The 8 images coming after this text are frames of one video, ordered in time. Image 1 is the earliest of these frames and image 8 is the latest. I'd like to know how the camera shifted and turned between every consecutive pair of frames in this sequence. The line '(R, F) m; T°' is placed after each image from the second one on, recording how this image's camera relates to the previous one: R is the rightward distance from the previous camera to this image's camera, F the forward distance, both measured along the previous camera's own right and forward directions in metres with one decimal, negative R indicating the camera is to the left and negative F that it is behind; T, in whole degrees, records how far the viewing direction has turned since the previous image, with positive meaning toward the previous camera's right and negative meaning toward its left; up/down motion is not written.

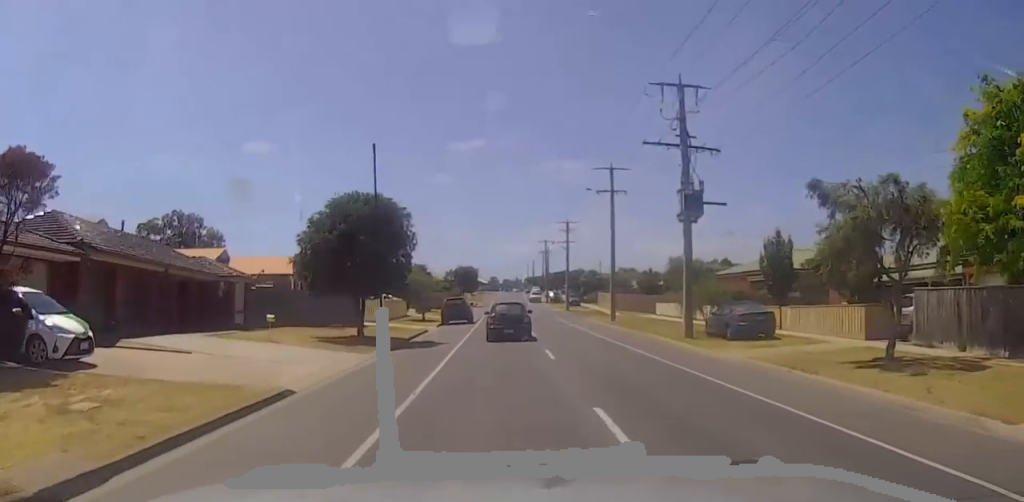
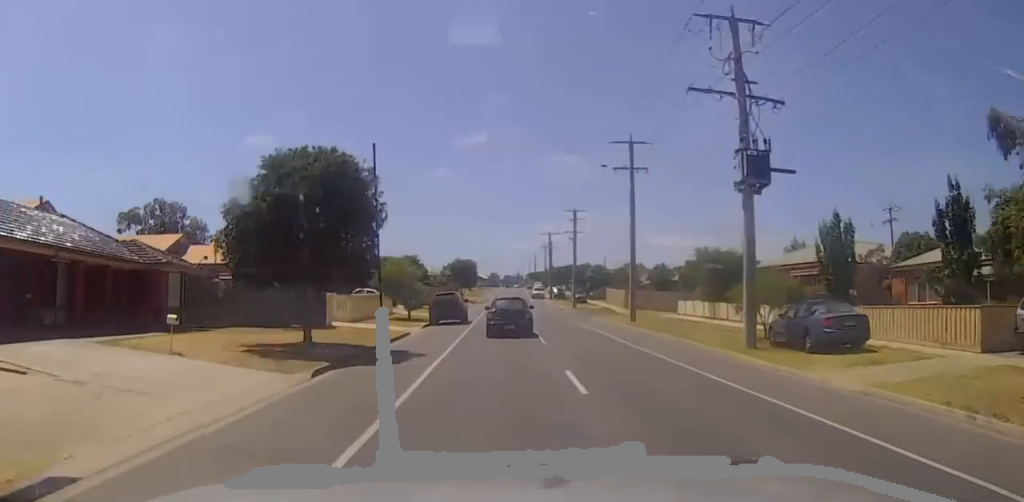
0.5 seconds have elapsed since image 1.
(-0.7, +7.2) m; 0°
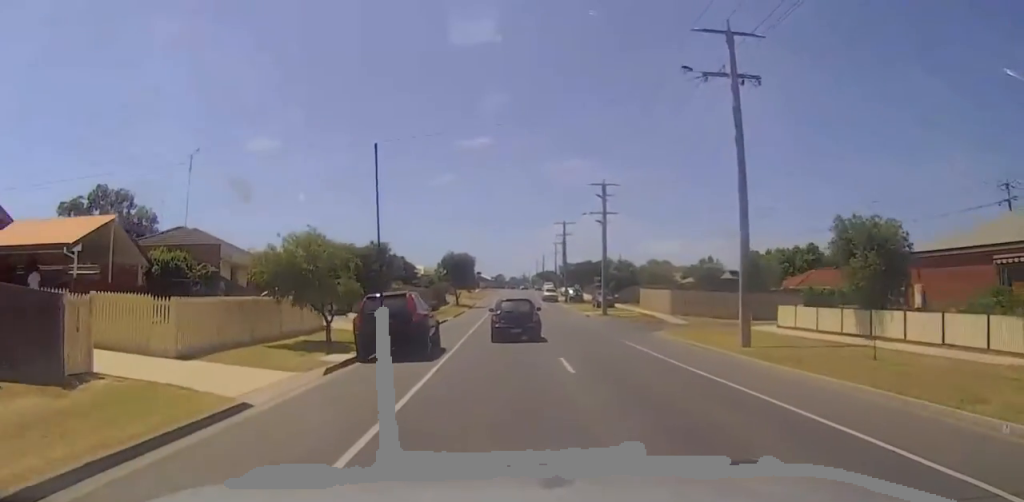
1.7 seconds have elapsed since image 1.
(+1.0, +19.4) m; -1°
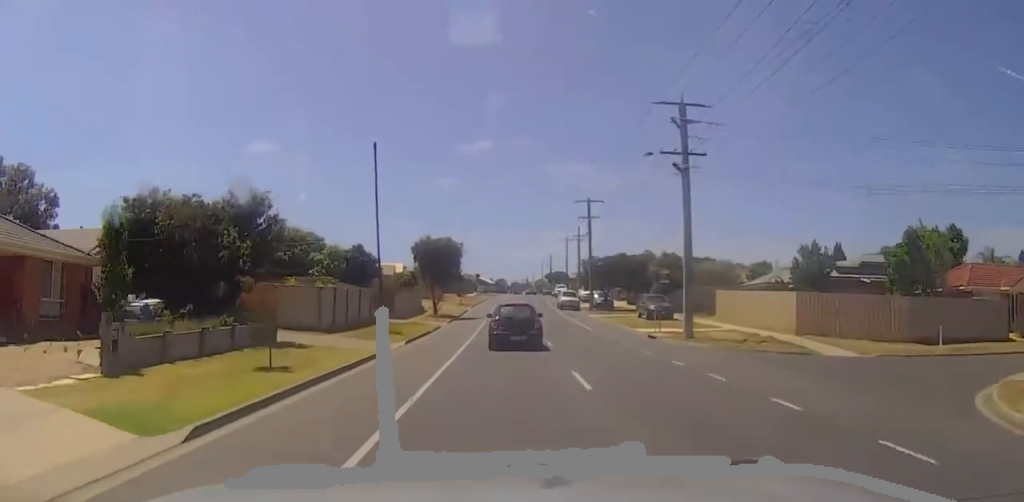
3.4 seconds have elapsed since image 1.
(-2.2, +24.6) m; -1°
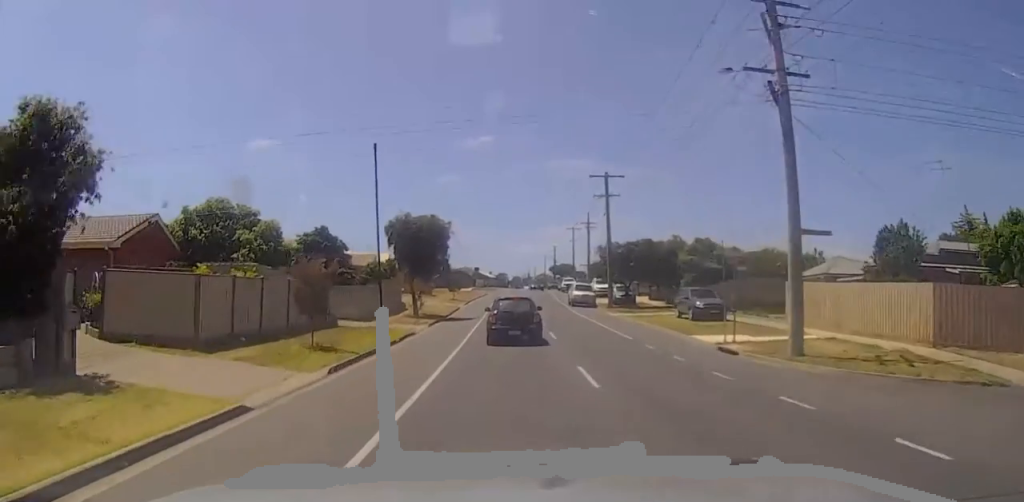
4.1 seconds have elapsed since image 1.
(+0.6, +11.5) m; +2°
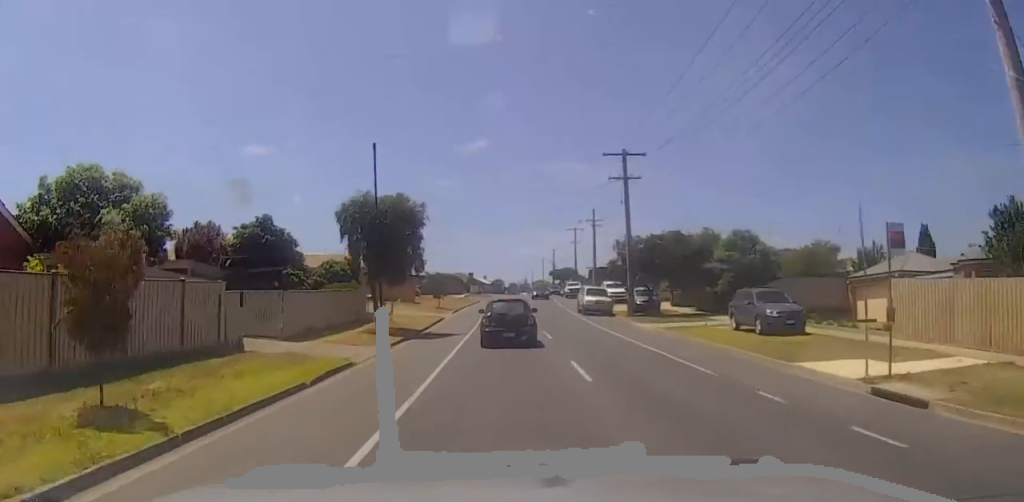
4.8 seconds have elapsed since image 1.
(+0.5, +10.4) m; 0°
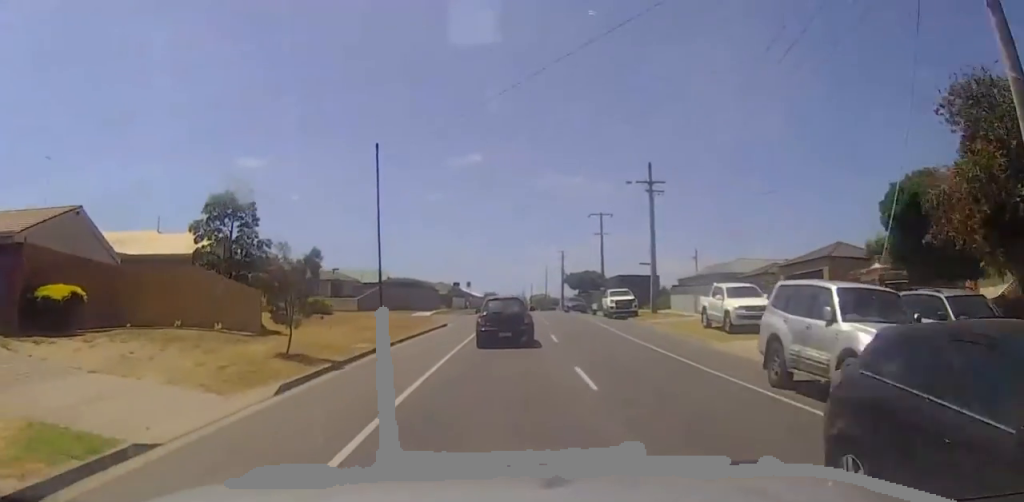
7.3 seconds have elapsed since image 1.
(-0.4, +35.1) m; 0°
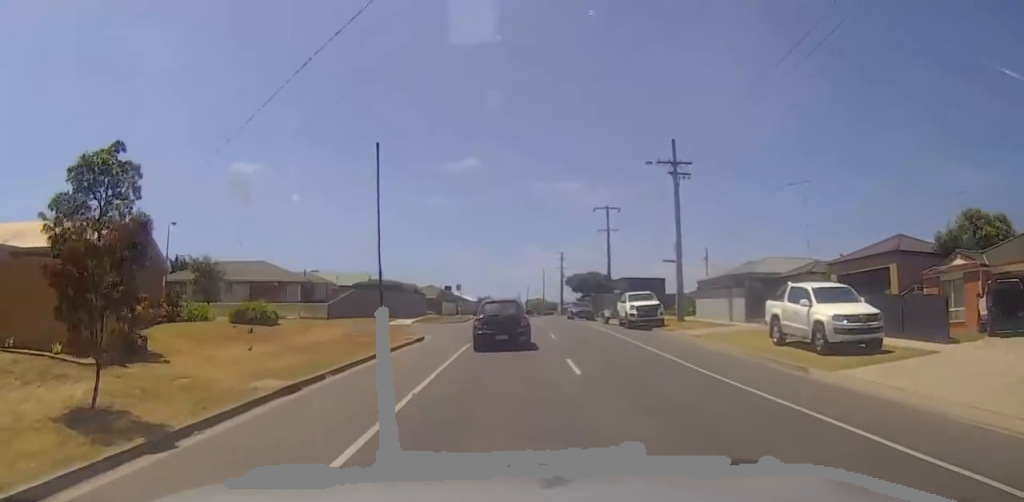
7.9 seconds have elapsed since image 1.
(0.0, +8.4) m; -2°
